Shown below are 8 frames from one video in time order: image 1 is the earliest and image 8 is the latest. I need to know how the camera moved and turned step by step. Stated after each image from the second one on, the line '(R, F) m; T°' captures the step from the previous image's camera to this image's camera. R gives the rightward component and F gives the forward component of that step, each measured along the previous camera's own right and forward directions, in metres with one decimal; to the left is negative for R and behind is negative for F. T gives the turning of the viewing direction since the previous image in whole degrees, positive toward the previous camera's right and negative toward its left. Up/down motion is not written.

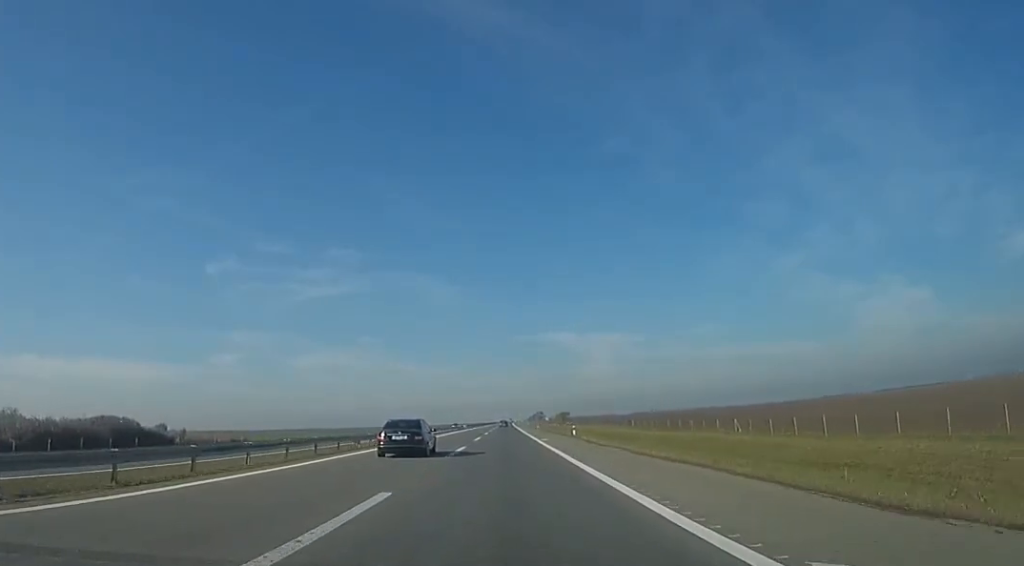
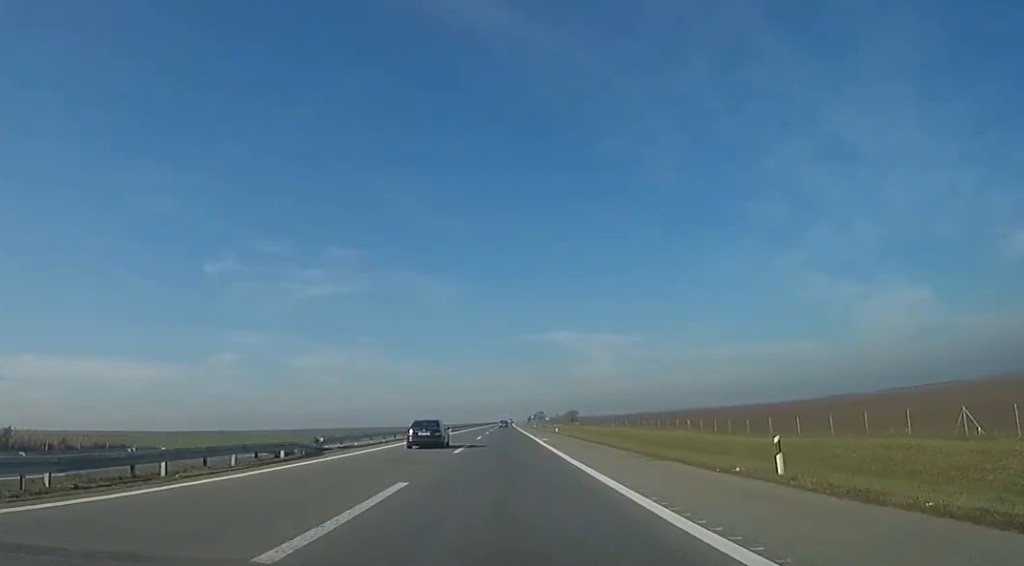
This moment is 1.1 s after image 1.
(-0.5, +35.3) m; -1°
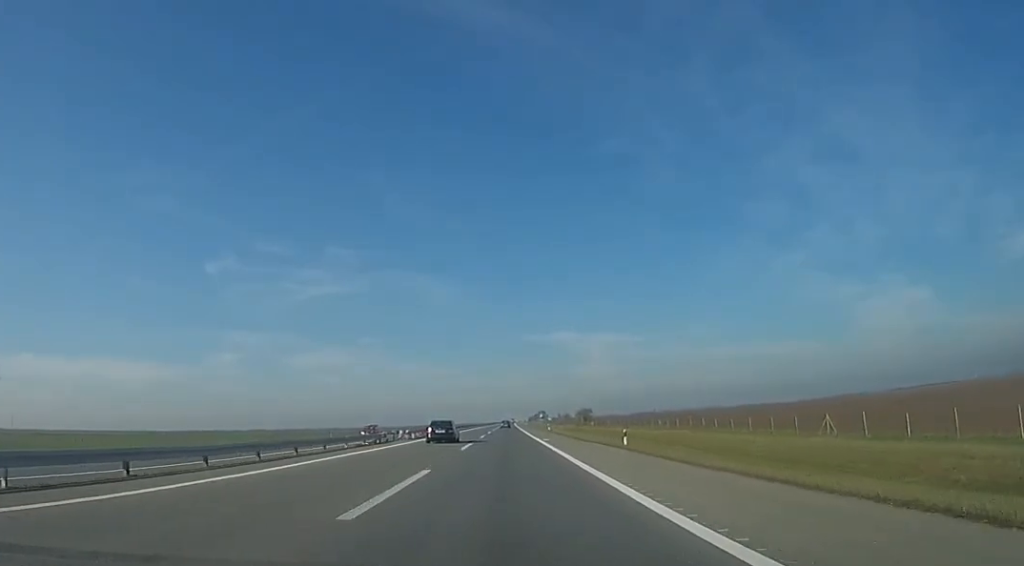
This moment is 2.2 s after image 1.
(0.0, +35.3) m; +2°
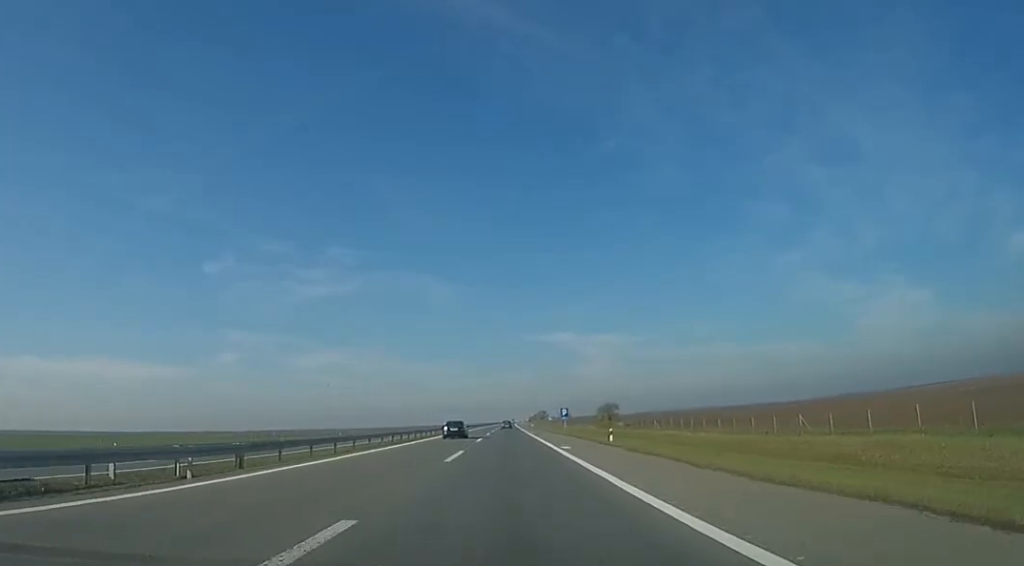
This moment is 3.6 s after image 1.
(+0.8, +45.9) m; 0°
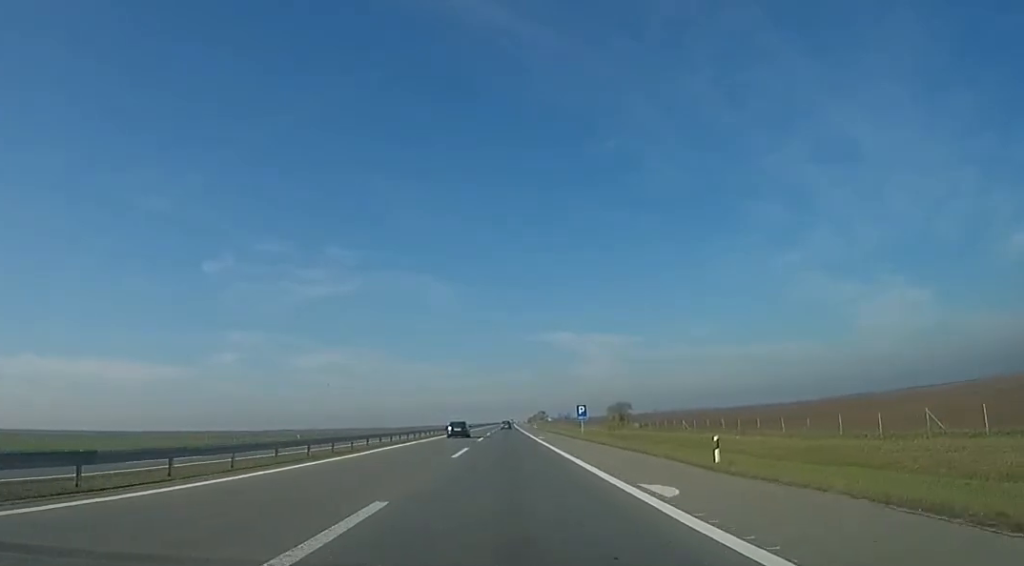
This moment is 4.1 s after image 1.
(-0.4, +16.3) m; -1°
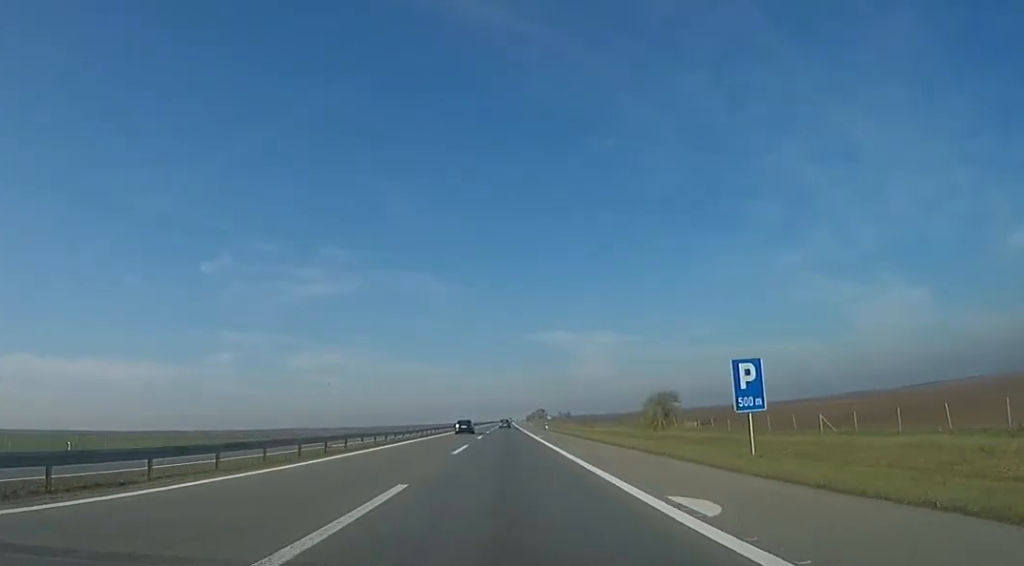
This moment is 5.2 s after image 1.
(-0.3, +36.9) m; +2°
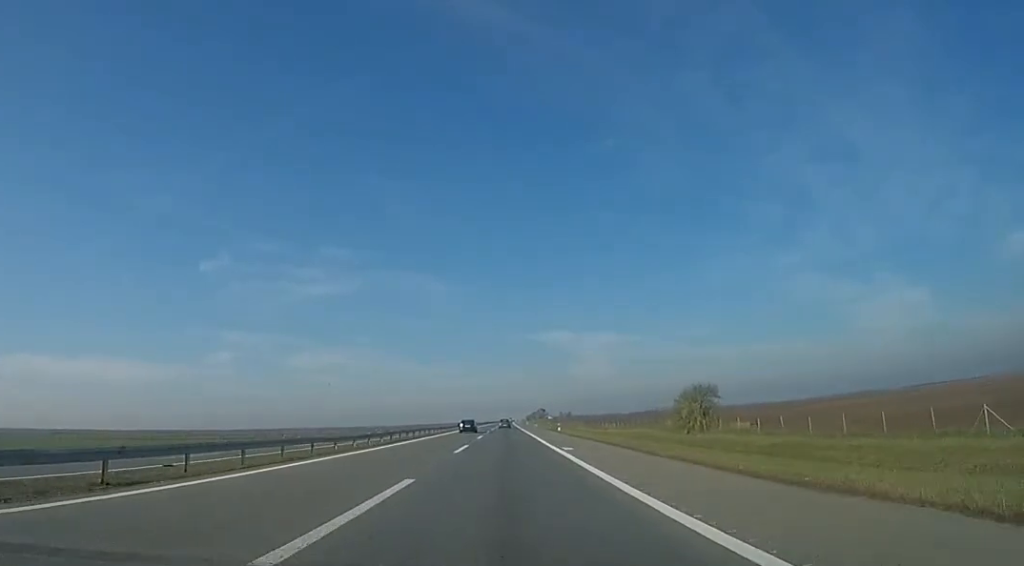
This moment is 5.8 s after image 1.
(+0.6, +17.9) m; 0°
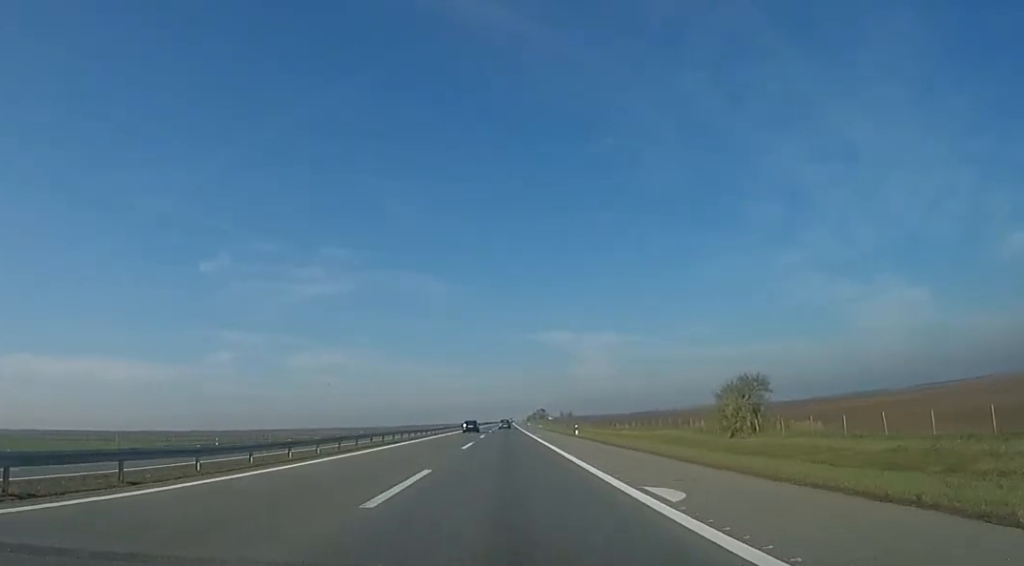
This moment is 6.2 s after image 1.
(+0.7, +15.2) m; 0°
